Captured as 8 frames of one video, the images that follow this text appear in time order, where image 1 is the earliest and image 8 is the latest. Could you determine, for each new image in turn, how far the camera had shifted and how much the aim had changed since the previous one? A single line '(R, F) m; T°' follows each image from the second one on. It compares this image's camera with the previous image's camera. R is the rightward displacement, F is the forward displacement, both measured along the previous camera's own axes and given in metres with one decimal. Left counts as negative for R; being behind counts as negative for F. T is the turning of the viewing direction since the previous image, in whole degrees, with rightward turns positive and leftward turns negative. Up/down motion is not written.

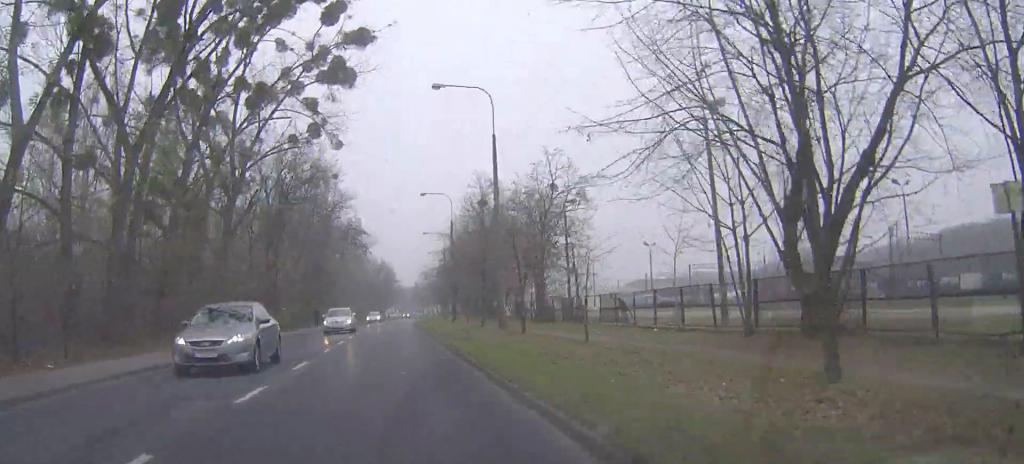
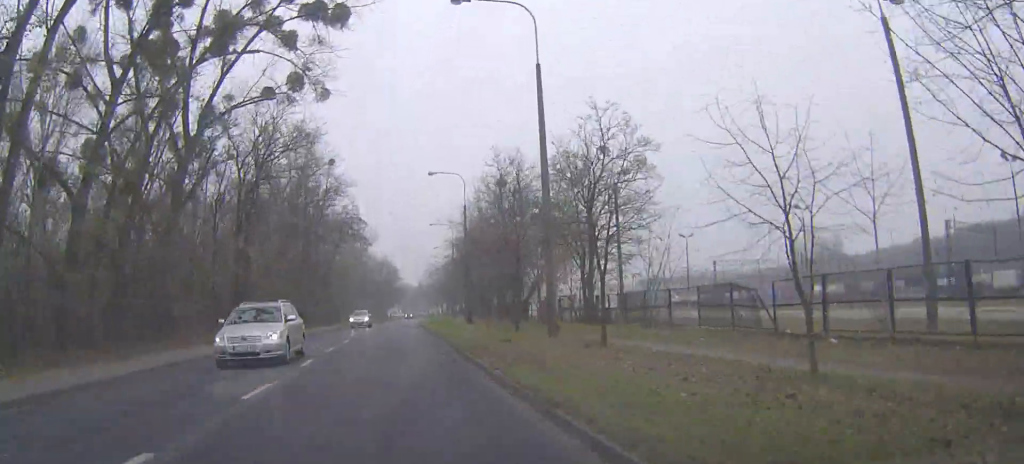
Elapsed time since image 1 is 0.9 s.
(0.0, +11.2) m; +1°
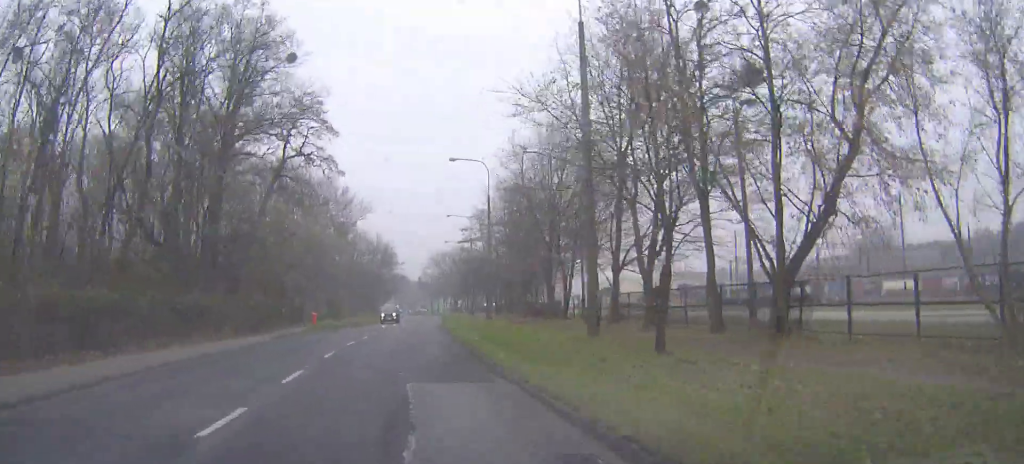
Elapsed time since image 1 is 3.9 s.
(+0.3, +38.7) m; 0°
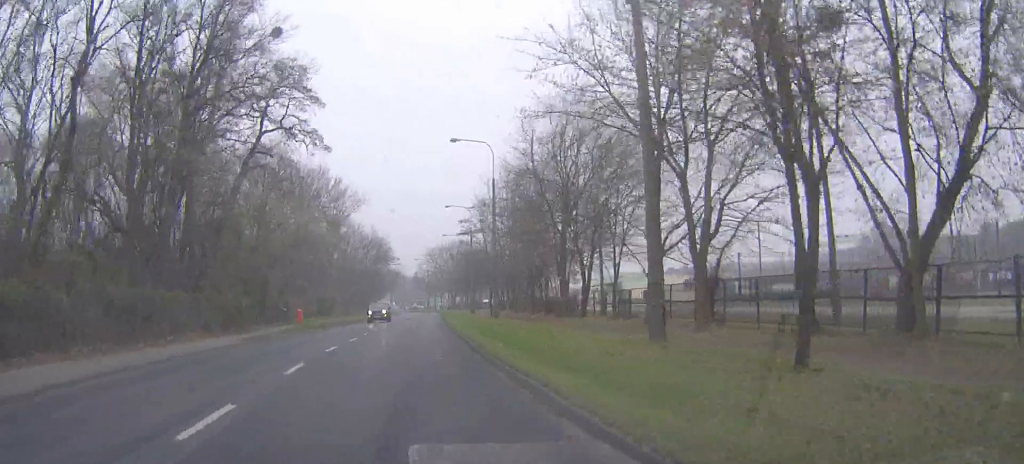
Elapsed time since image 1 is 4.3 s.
(0.0, +5.7) m; 0°
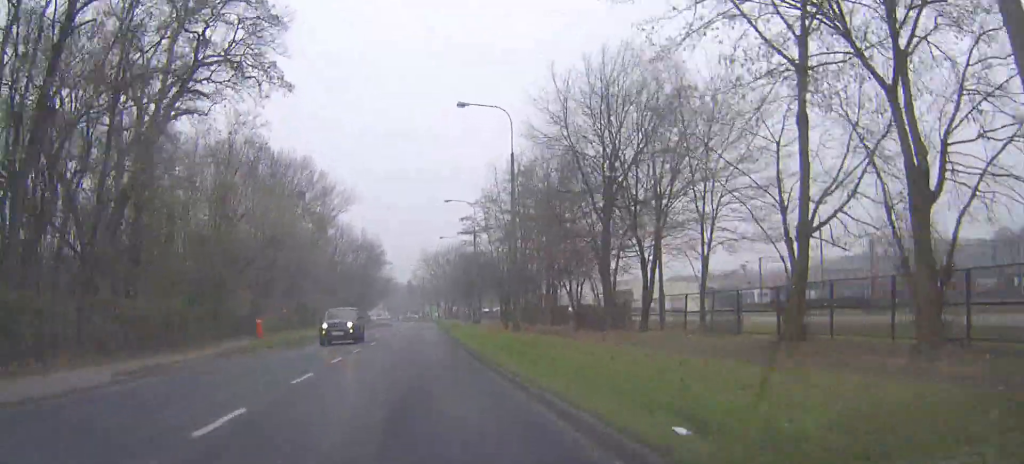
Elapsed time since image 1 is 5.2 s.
(0.0, +10.8) m; 0°
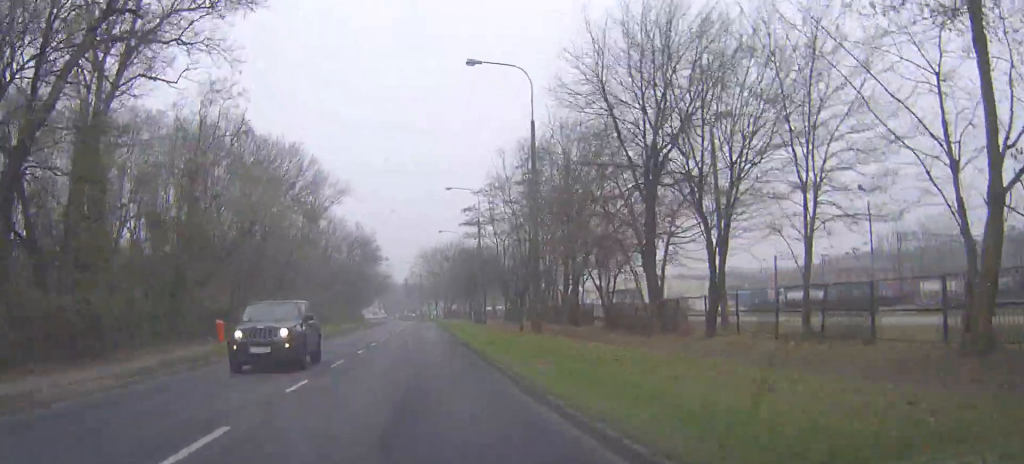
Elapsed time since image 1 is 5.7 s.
(0.0, +7.2) m; 0°
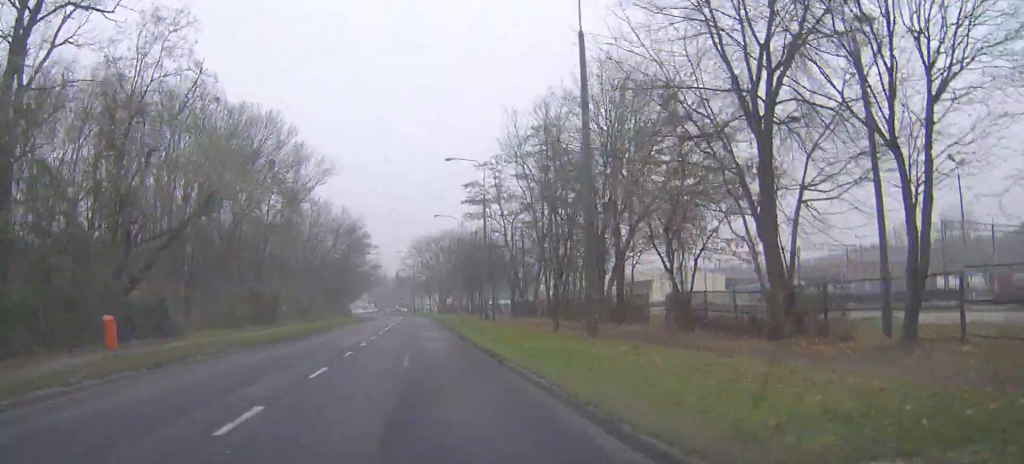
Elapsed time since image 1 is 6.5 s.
(-0.1, +10.3) m; +1°
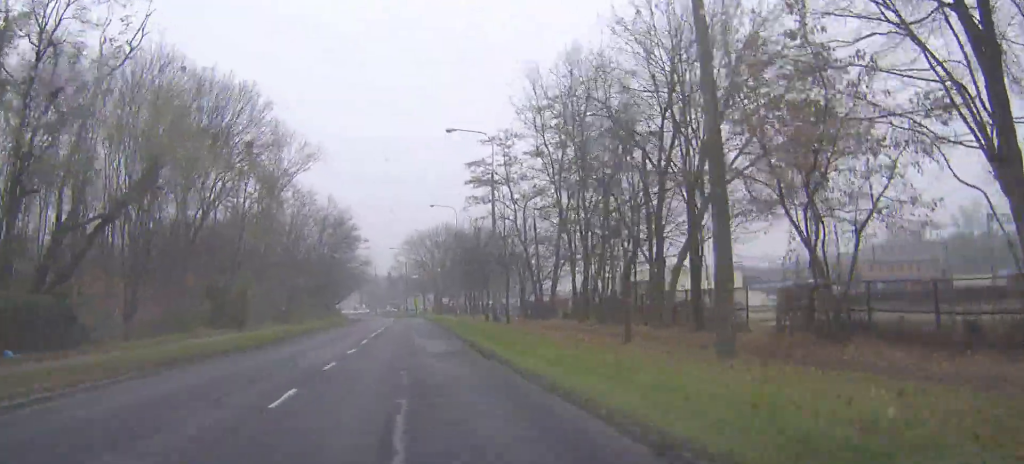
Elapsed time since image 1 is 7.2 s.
(+0.1, +9.3) m; +1°
